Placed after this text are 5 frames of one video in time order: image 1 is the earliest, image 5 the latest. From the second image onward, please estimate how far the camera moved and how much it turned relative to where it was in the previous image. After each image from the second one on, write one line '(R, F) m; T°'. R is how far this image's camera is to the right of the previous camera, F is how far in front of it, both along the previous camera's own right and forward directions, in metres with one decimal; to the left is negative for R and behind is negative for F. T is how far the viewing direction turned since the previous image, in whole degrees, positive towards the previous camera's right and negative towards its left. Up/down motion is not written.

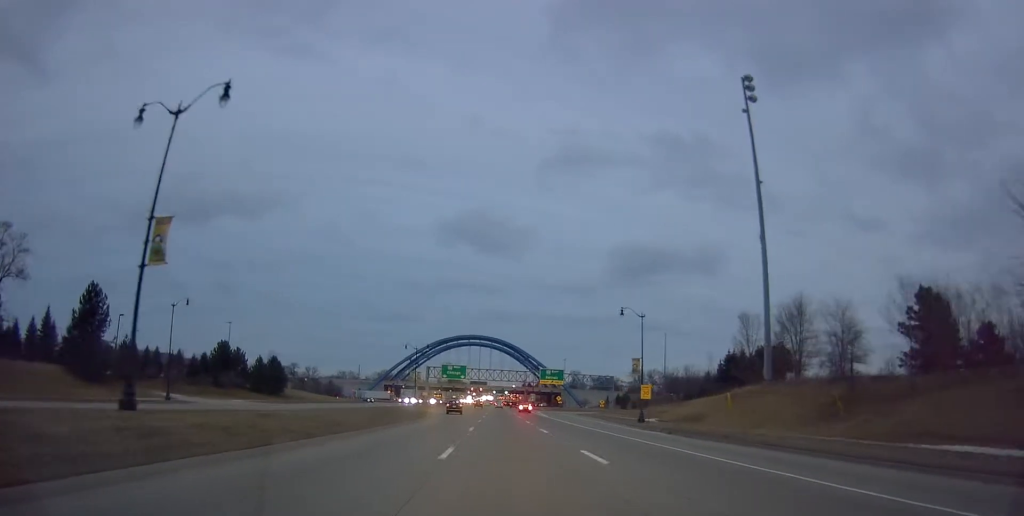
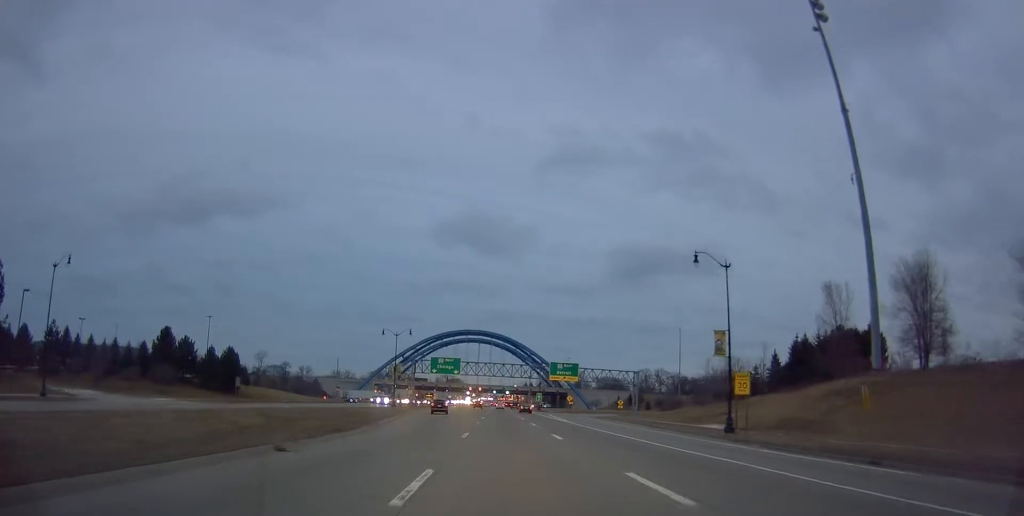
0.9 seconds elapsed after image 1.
(0.0, +21.1) m; 0°
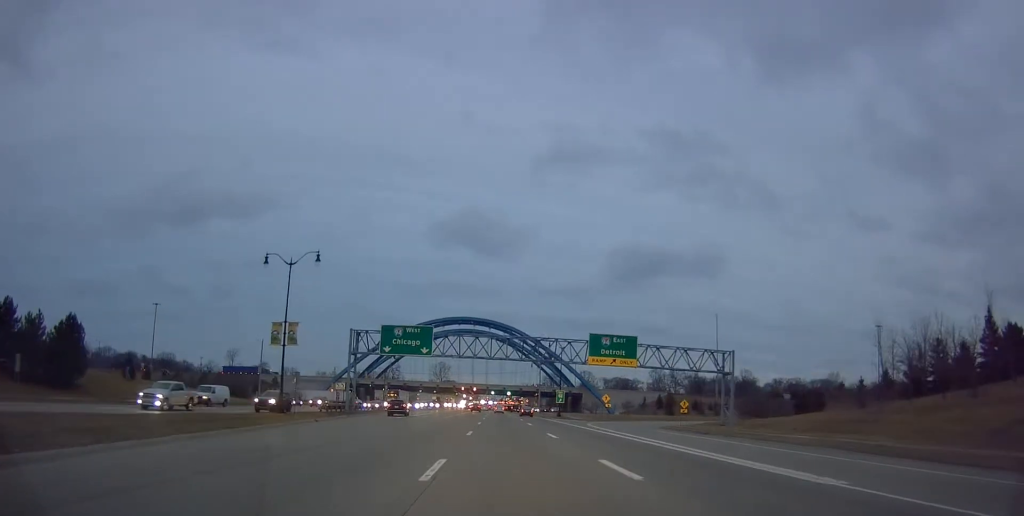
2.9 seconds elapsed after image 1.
(0.0, +43.0) m; 0°
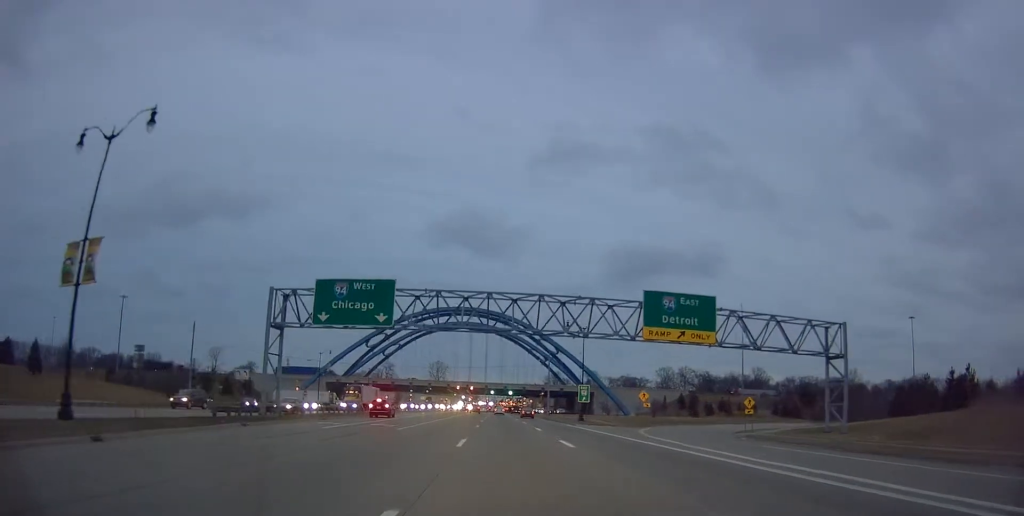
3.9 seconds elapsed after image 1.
(0.0, +21.8) m; -1°
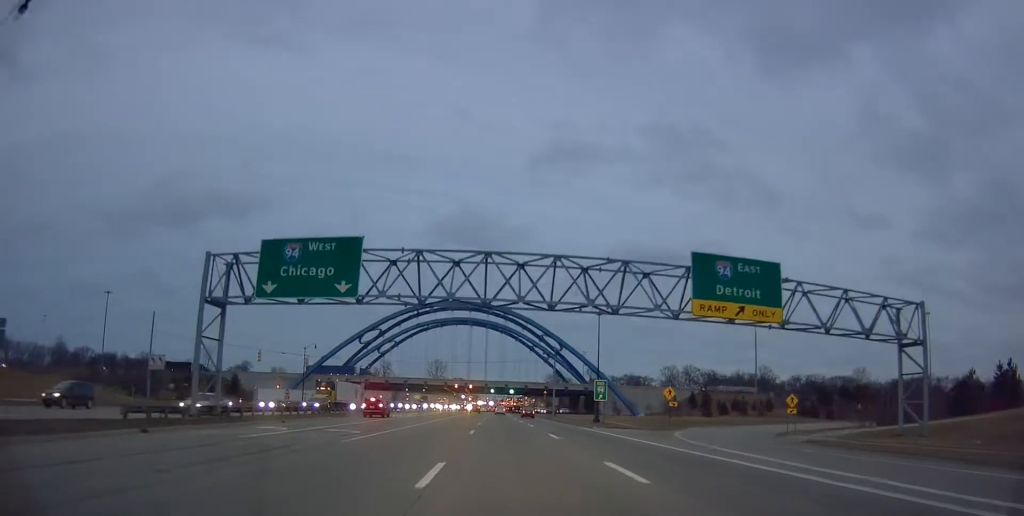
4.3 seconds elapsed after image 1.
(+0.1, +9.4) m; -1°
